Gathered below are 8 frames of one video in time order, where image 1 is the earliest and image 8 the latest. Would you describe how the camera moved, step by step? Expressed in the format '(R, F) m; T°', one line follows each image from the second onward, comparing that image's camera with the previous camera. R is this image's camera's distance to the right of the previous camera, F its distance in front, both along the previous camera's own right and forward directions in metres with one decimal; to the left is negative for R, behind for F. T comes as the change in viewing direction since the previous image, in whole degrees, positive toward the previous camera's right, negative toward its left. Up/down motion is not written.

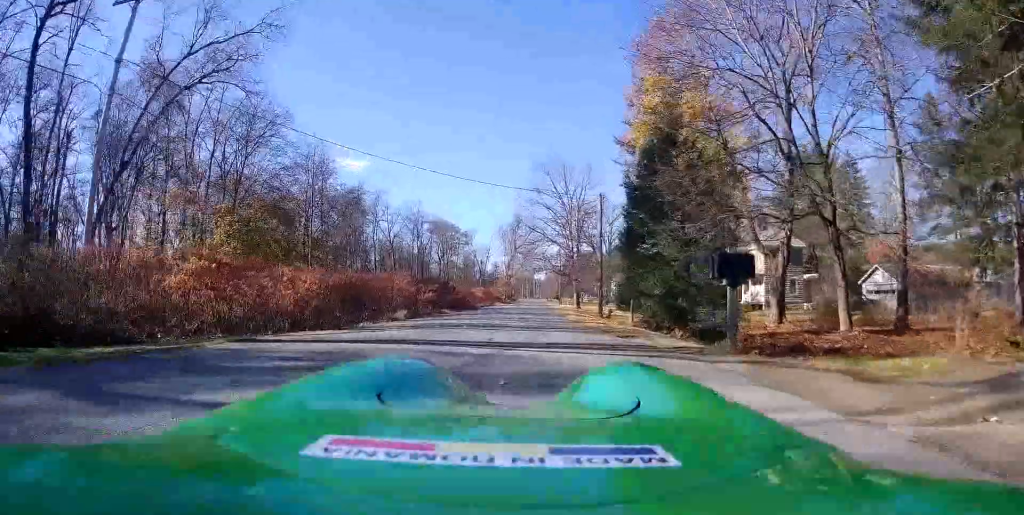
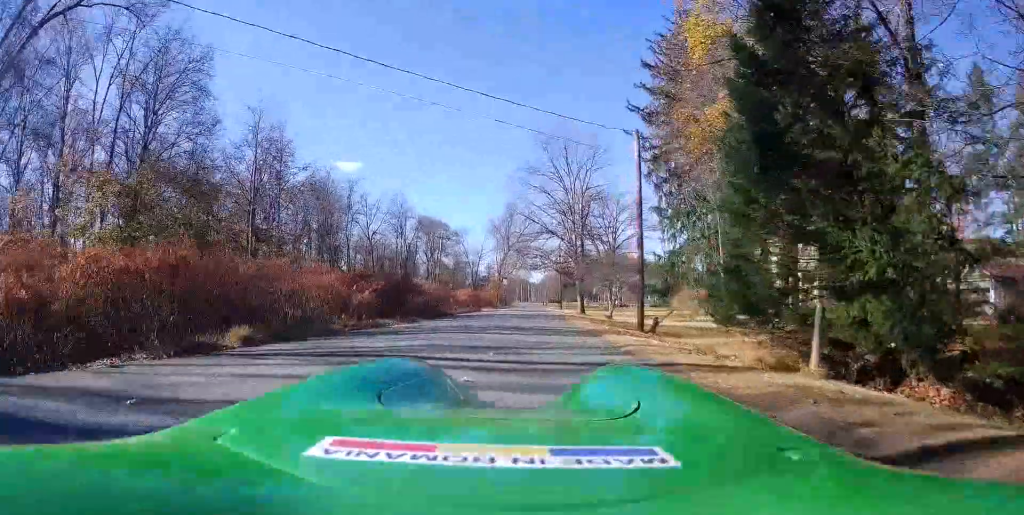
(0.0, +12.5) m; +1°
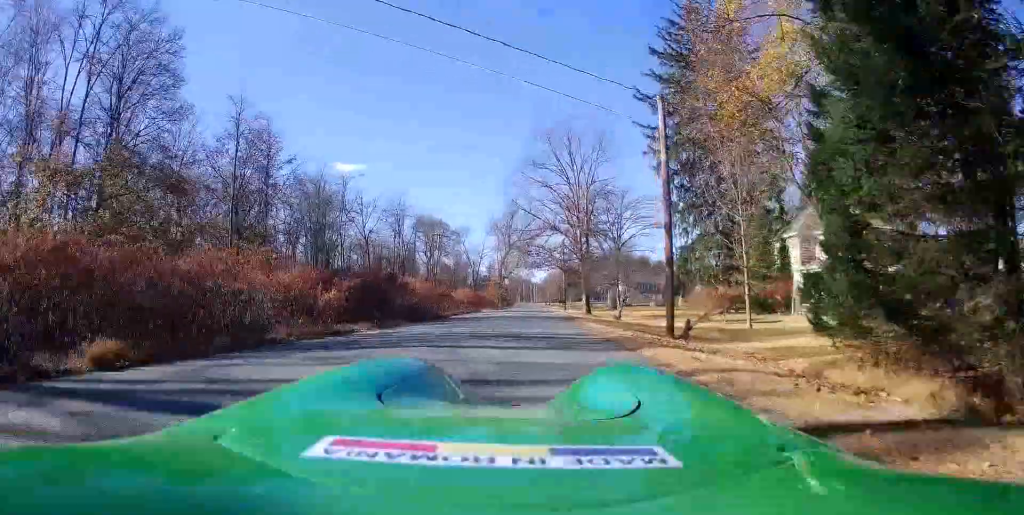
(-0.1, +3.7) m; +1°
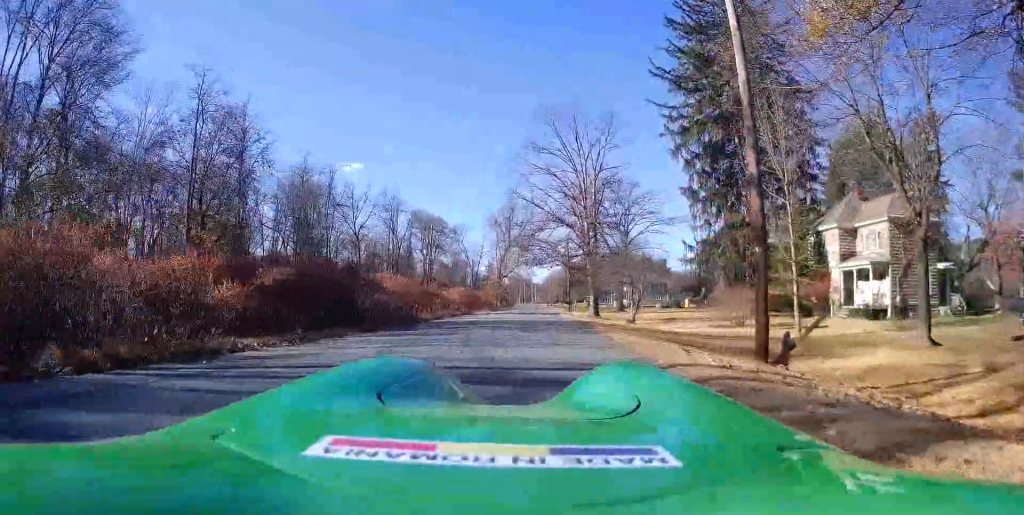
(+0.2, +6.7) m; +1°
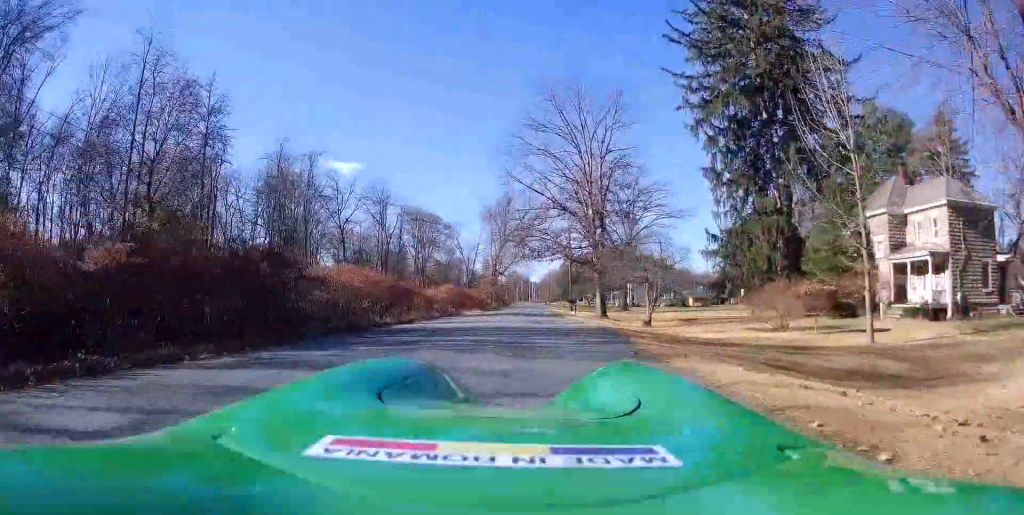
(+0.1, +6.7) m; +1°
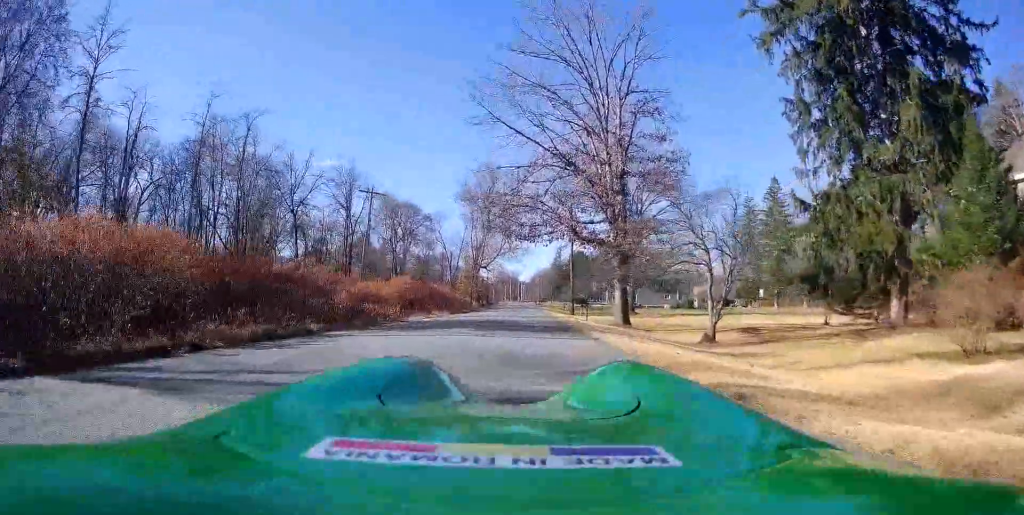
(+0.5, +15.6) m; +2°
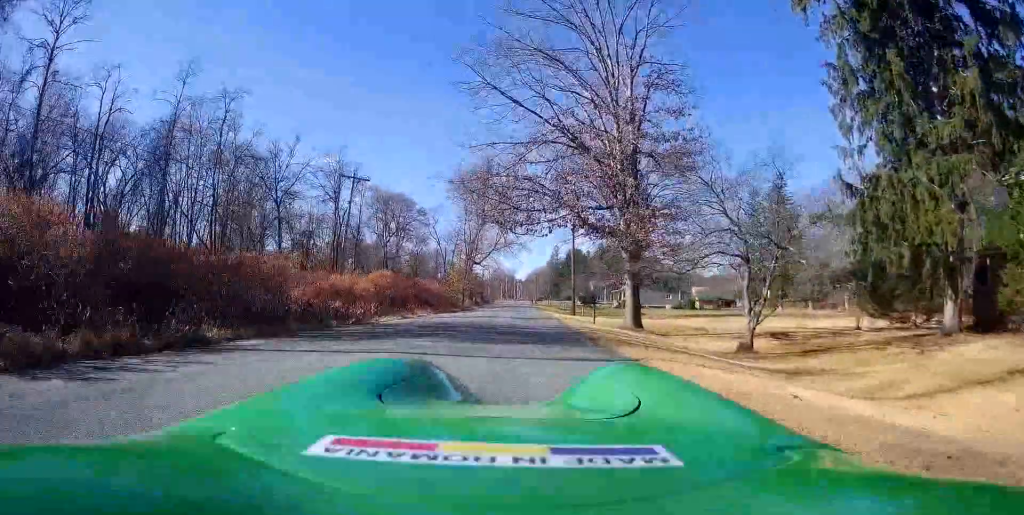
(0.0, +4.8) m; -2°
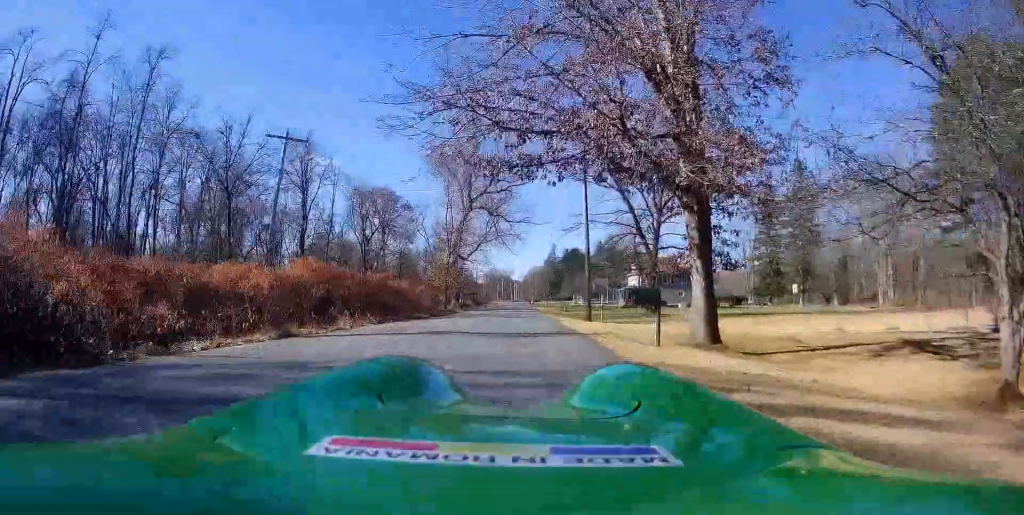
(-0.6, +12.1) m; -2°
